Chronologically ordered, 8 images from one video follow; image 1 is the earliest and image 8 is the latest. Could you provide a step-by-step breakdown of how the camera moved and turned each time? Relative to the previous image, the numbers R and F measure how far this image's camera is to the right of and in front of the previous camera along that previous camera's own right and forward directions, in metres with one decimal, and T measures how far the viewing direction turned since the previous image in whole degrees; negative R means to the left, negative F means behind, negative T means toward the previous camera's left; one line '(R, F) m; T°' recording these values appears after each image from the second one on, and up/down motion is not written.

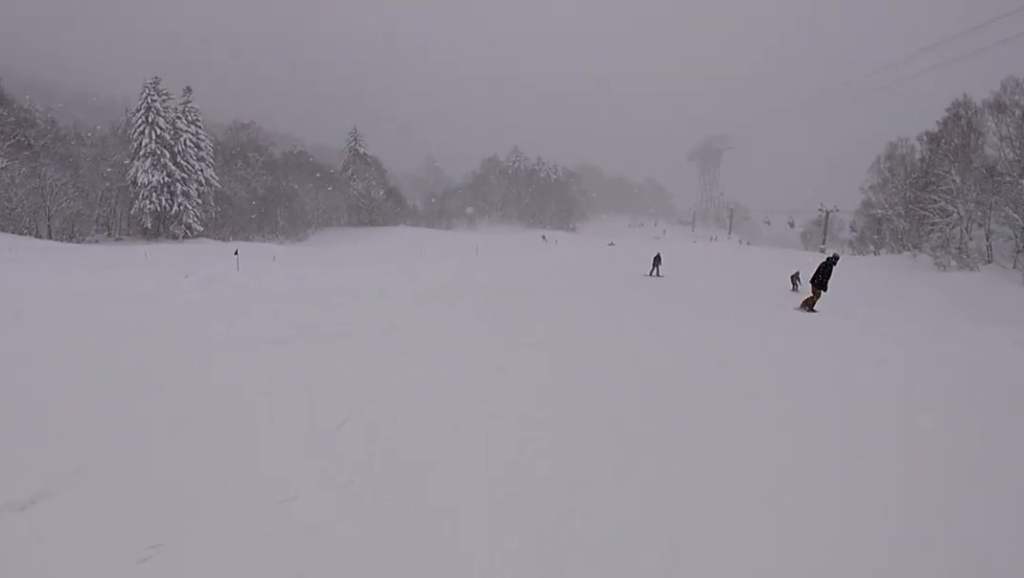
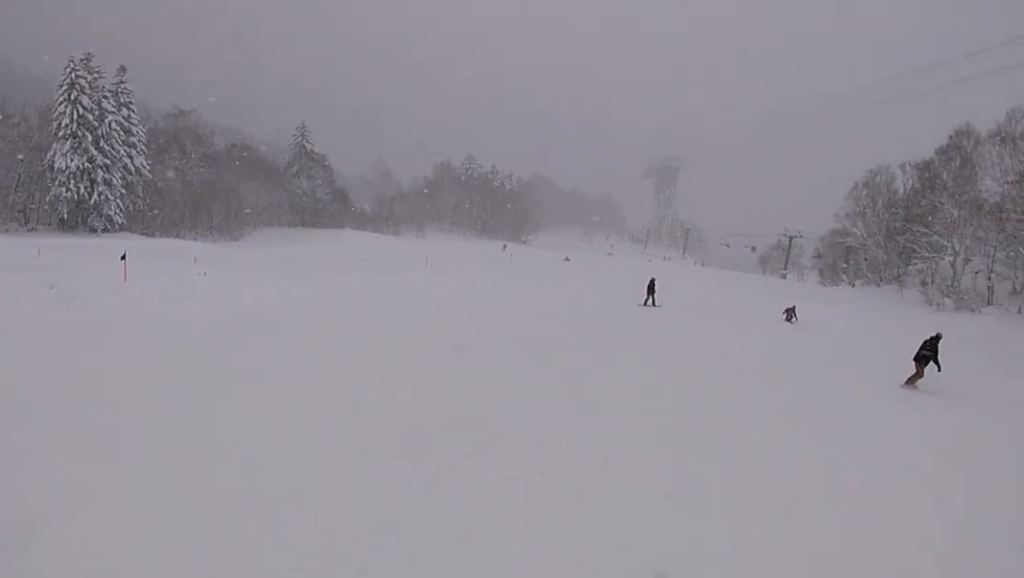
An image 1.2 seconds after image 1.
(+0.9, +6.6) m; +8°
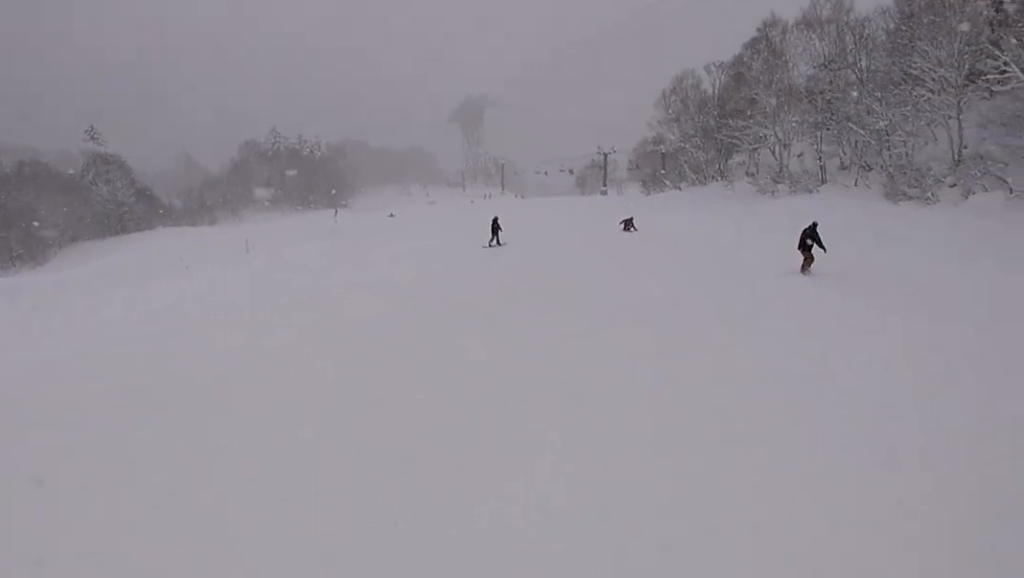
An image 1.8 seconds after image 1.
(+0.1, +3.6) m; +5°
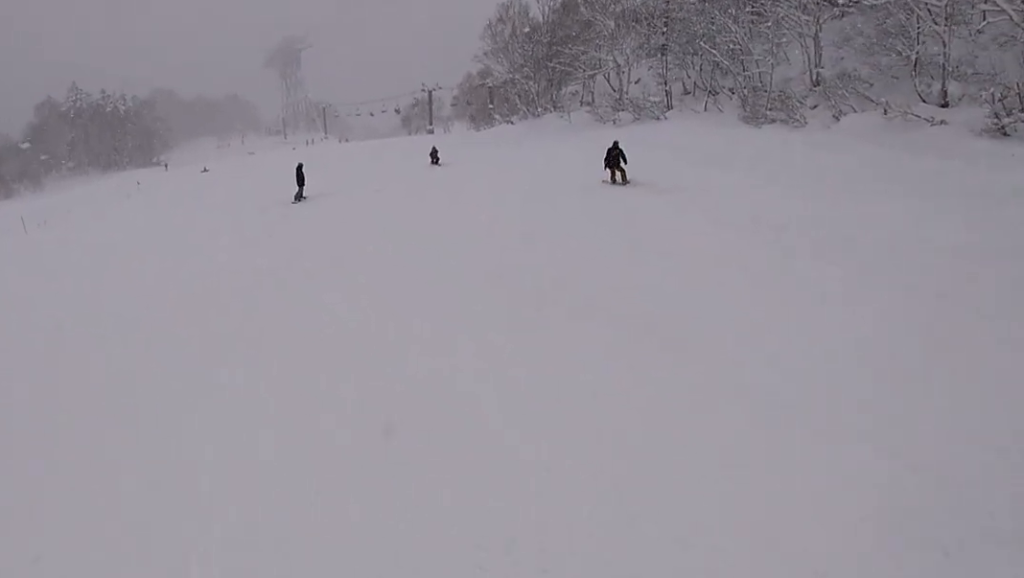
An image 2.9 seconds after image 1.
(+0.4, +5.9) m; +11°
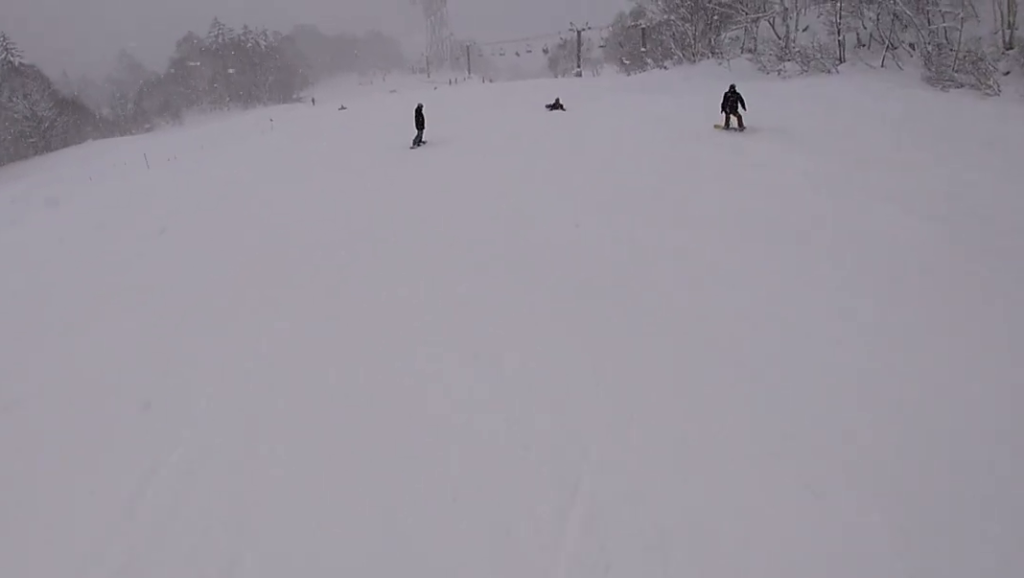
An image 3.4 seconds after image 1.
(+1.1, +2.7) m; 0°
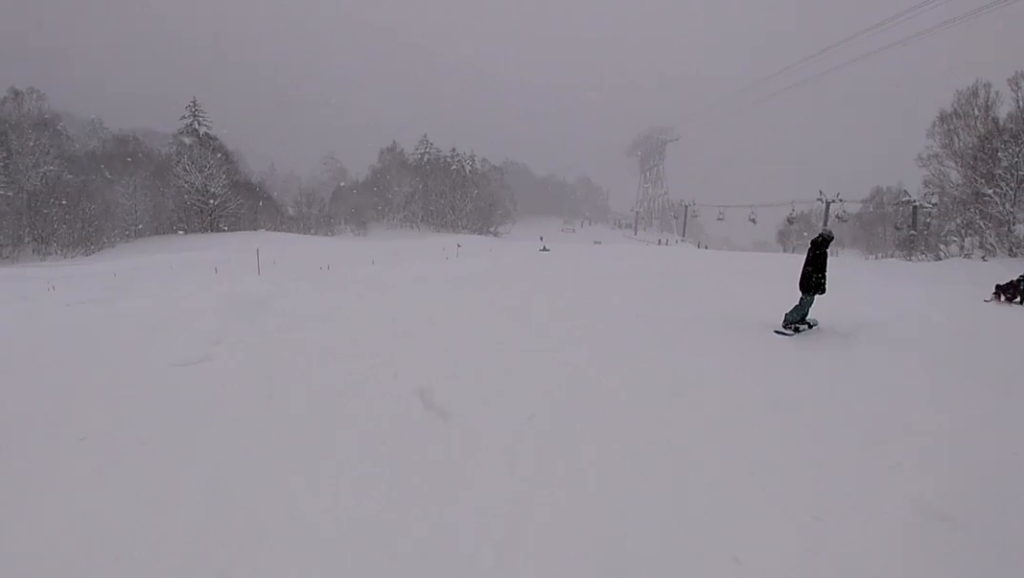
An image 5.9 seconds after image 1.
(-4.1, +14.5) m; -19°
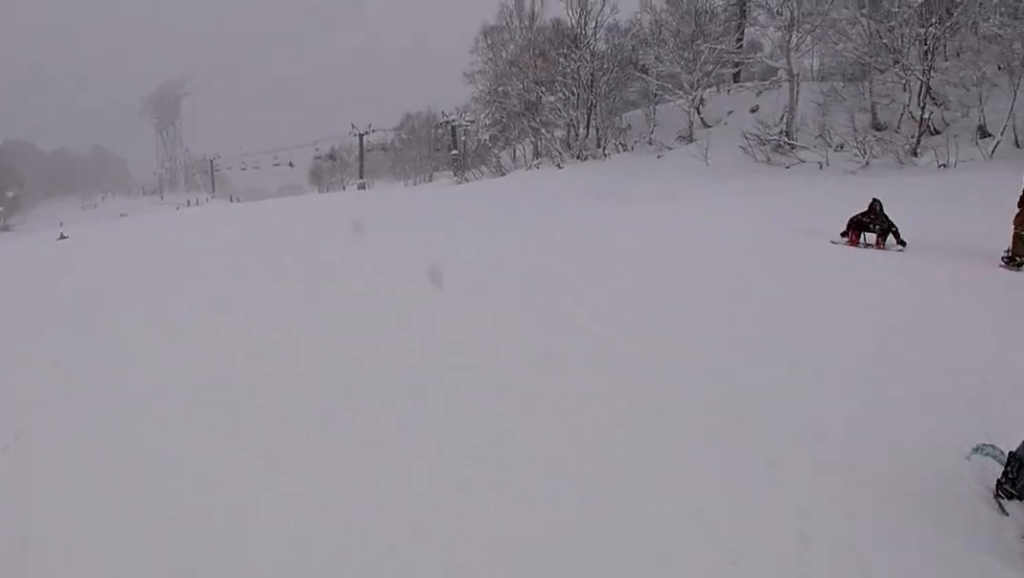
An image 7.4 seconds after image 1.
(+0.7, +8.8) m; +18°
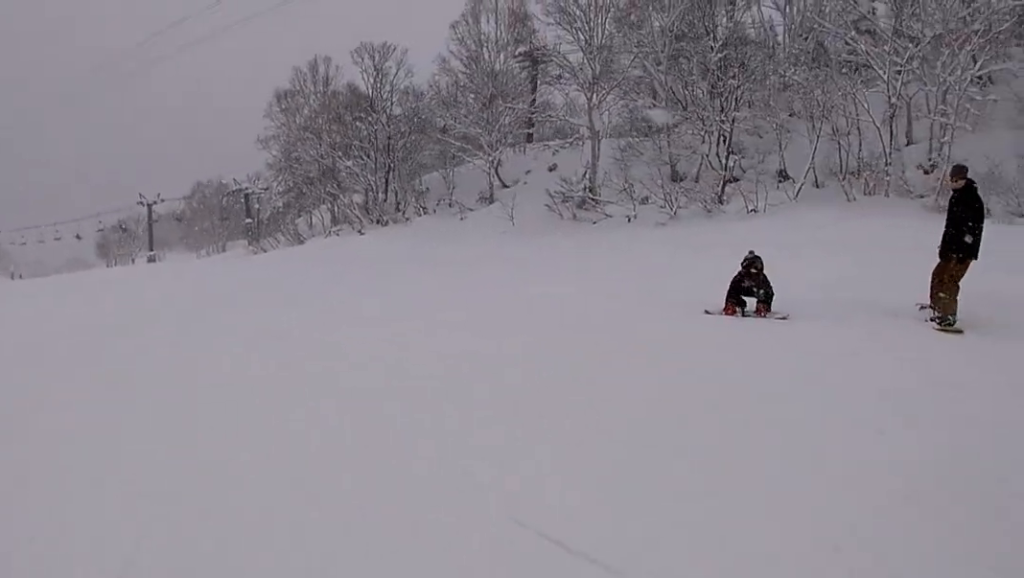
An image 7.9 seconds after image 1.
(+0.2, +2.7) m; +9°
